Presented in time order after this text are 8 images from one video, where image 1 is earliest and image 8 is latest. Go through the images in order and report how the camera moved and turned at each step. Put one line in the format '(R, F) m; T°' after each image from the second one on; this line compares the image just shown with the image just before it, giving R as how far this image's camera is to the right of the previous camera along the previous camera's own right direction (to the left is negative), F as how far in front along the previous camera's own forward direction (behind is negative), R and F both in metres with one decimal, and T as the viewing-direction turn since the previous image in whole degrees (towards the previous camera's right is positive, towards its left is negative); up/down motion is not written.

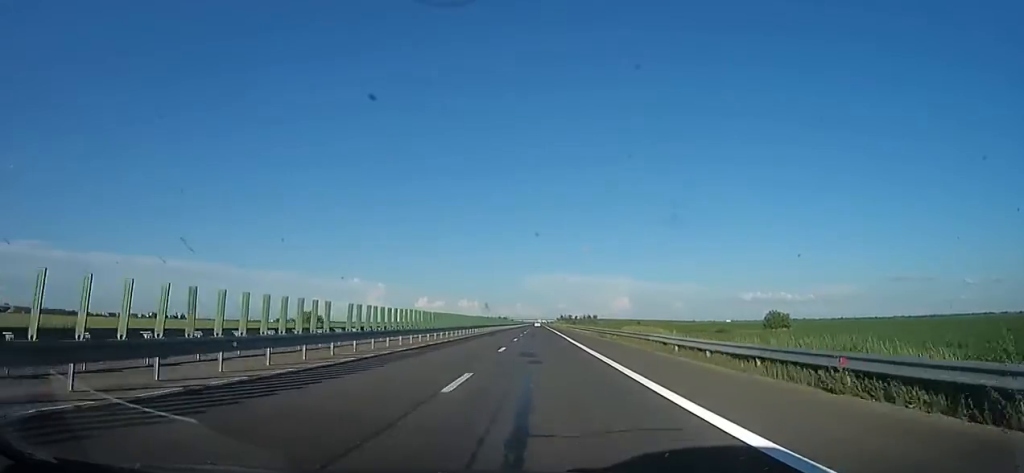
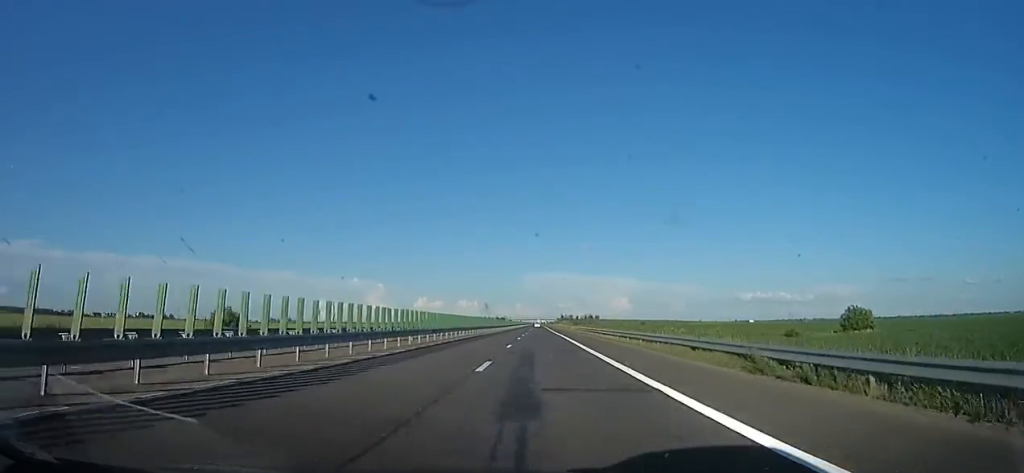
(+0.9, +32.6) m; +2°
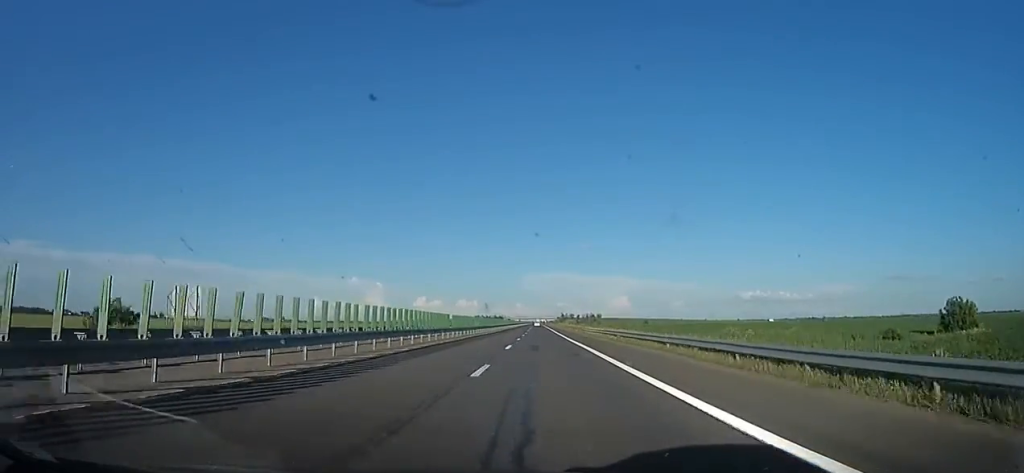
(+0.3, +25.6) m; -1°
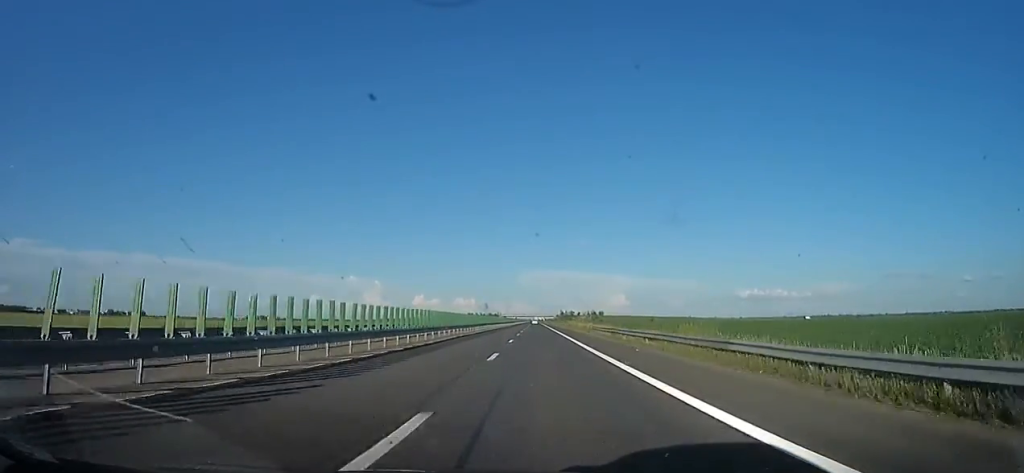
(-1.3, +44.1) m; -1°
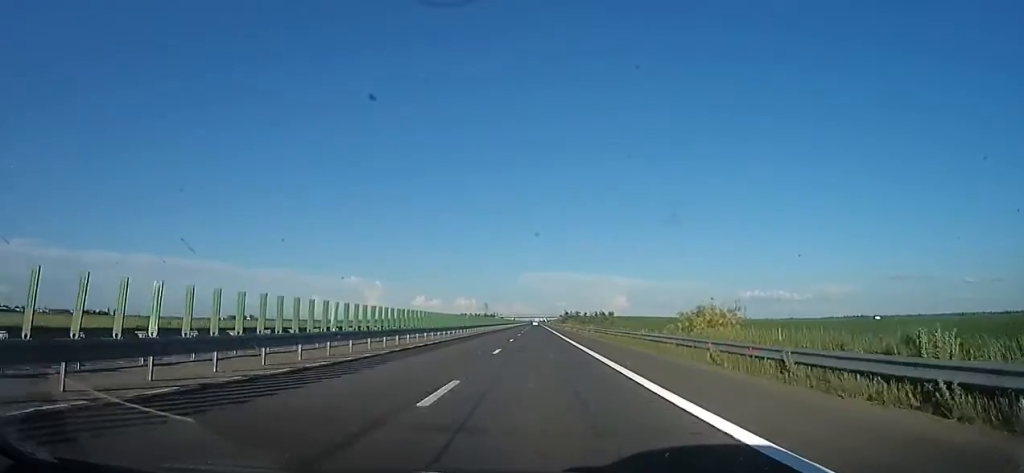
(+2.2, +69.7) m; +1°
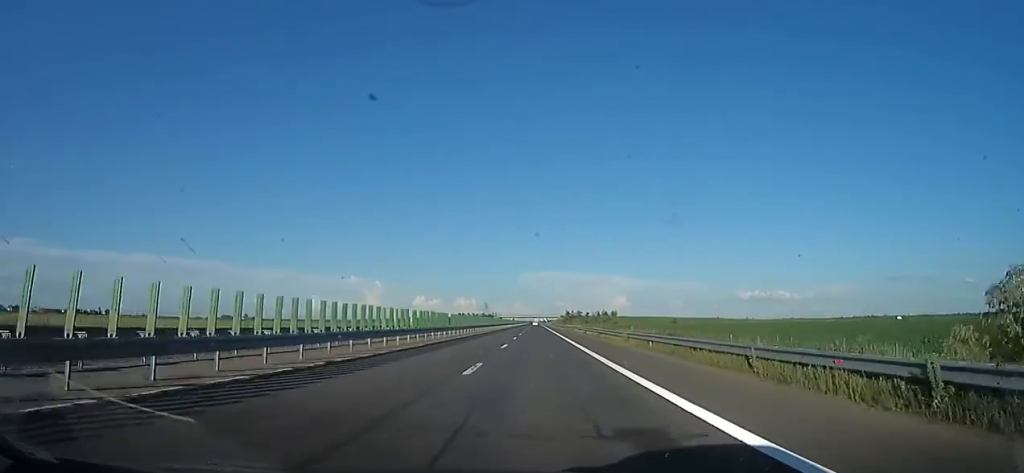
(-0.3, +19.9) m; -1°
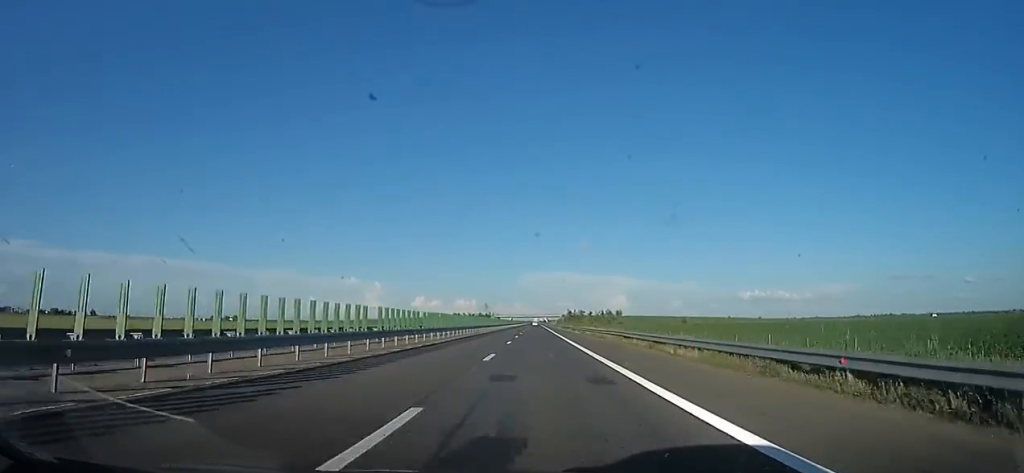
(-0.7, +32.2) m; +1°
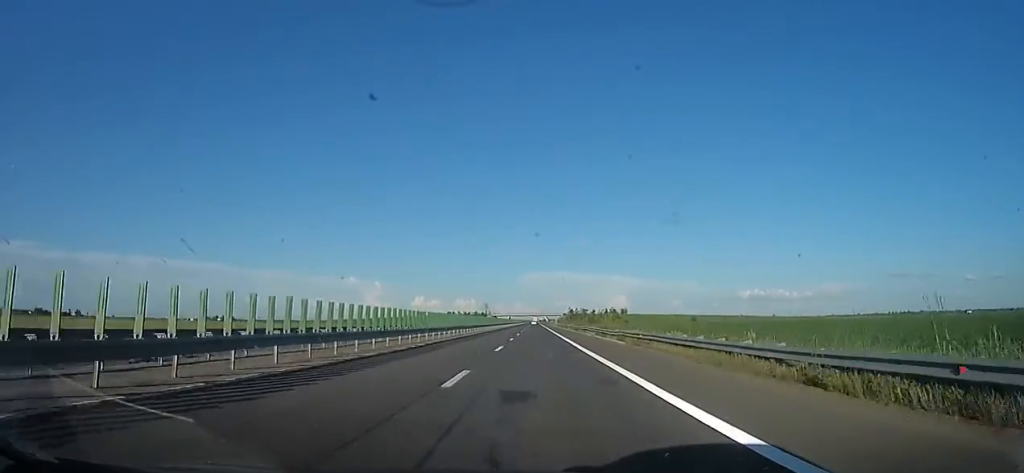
(+1.0, +31.1) m; +2°
